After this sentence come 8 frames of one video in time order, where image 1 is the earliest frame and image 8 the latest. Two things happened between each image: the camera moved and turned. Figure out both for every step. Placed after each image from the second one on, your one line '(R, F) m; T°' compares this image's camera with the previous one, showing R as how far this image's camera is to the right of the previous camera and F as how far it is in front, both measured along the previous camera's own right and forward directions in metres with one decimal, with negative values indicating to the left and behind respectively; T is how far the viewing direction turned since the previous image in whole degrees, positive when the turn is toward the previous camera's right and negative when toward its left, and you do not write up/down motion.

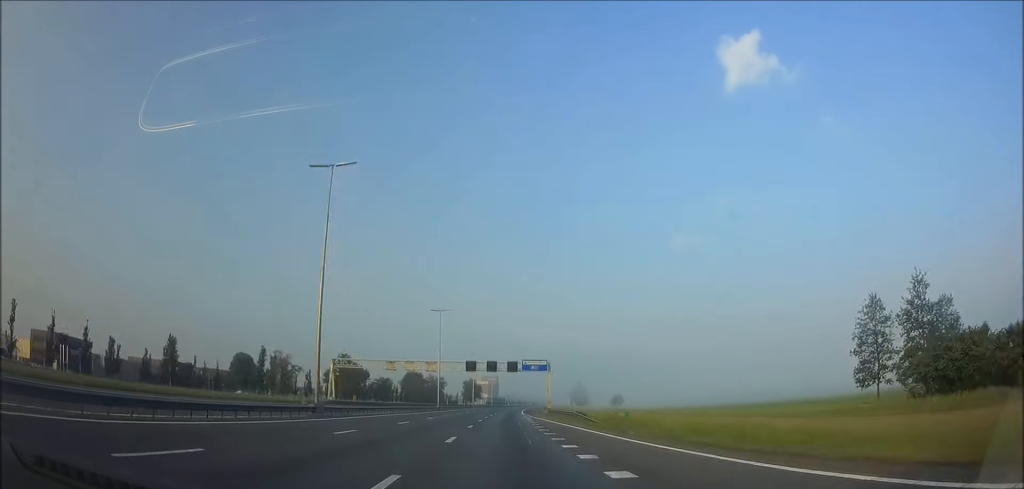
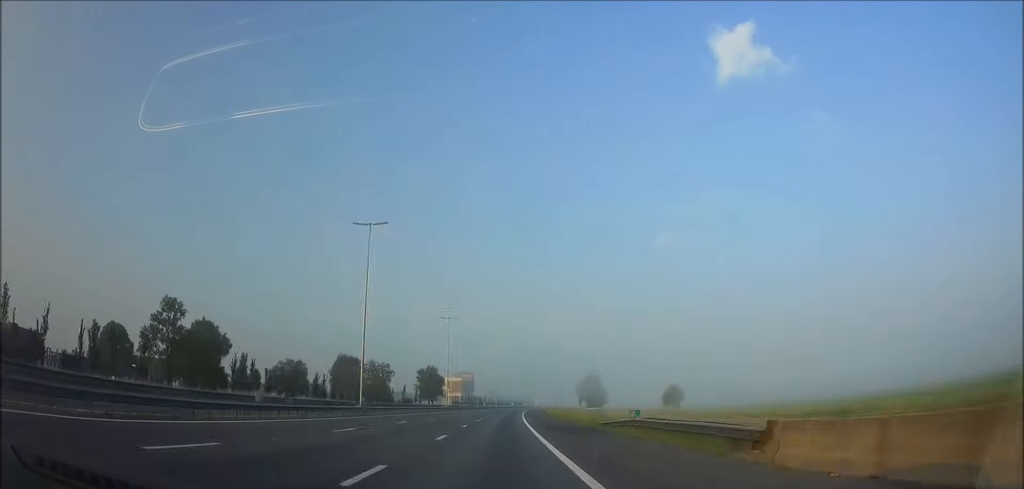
(+1.2, +105.5) m; +2°
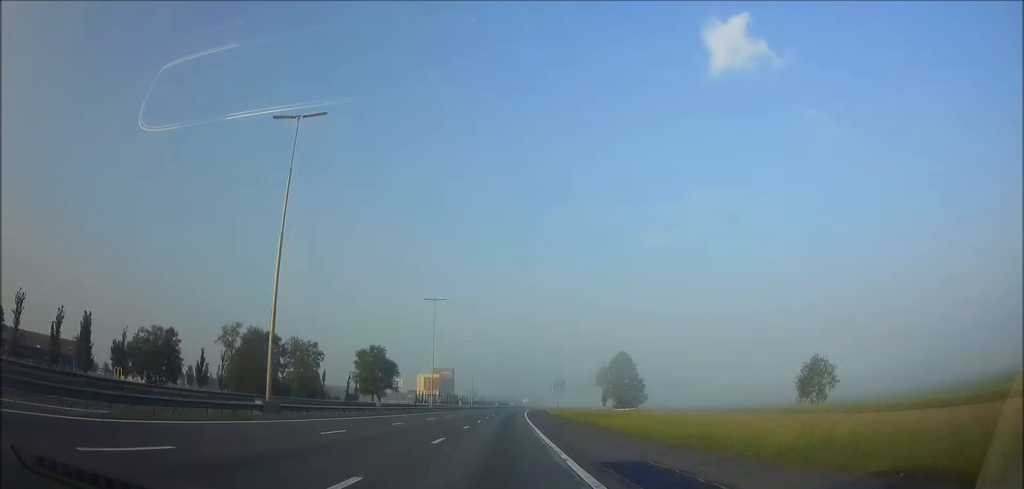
(+1.2, +73.1) m; +2°
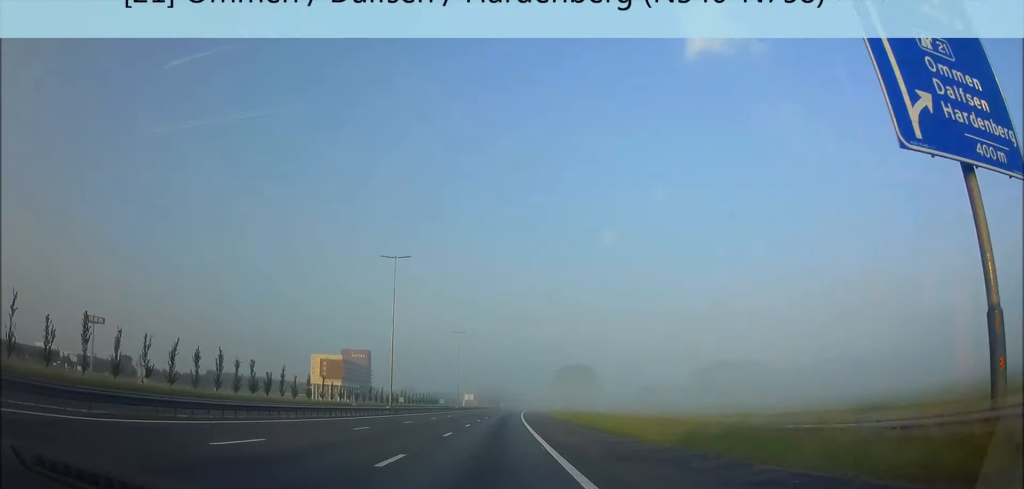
(+7.4, +194.7) m; +5°
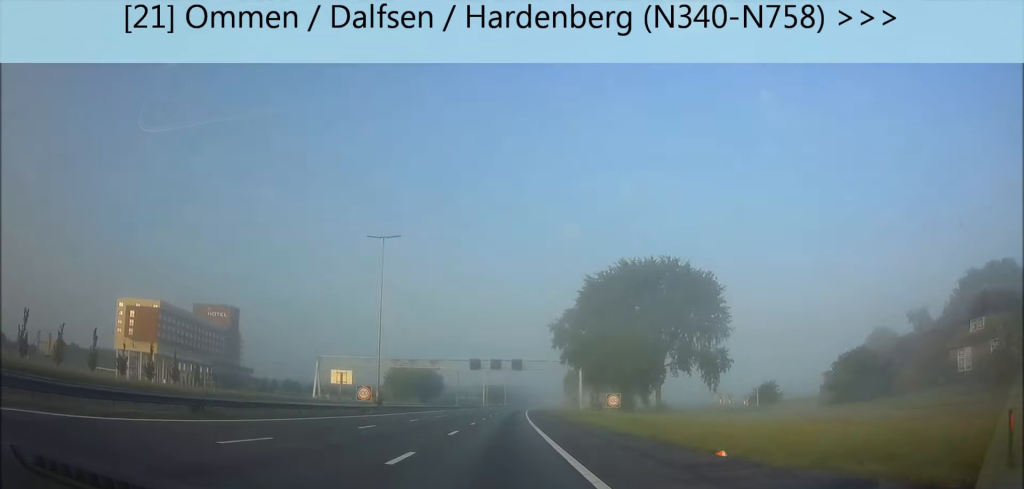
(+7.6, +179.6) m; +4°
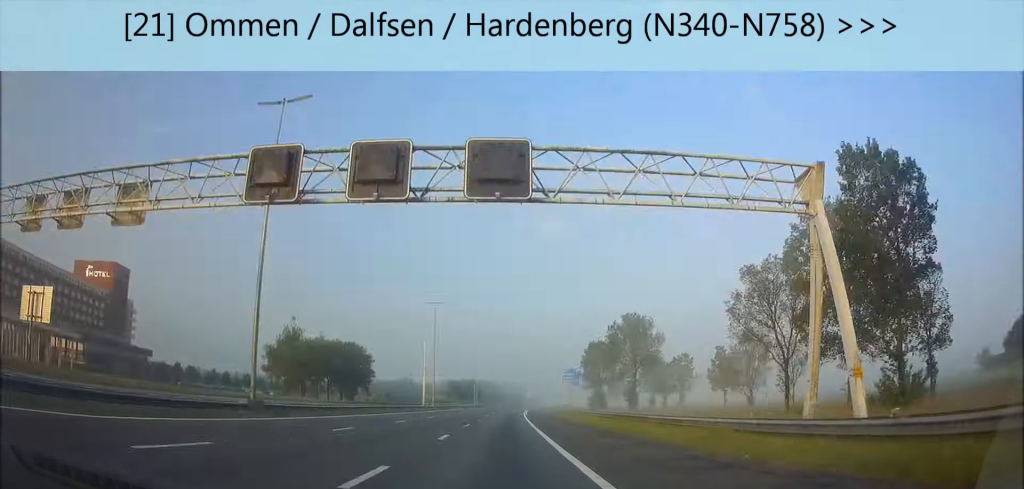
(+1.0, +84.9) m; +2°
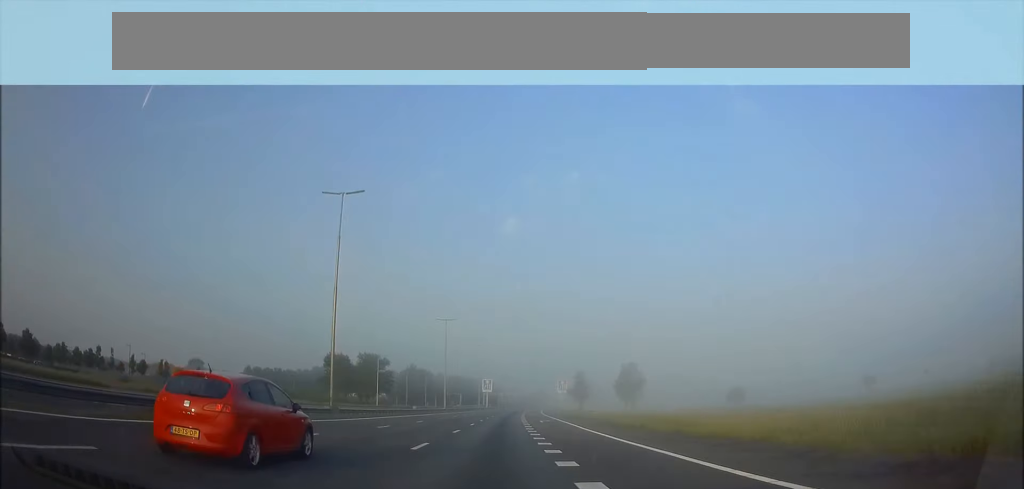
(+6.8, +171.0) m; +4°
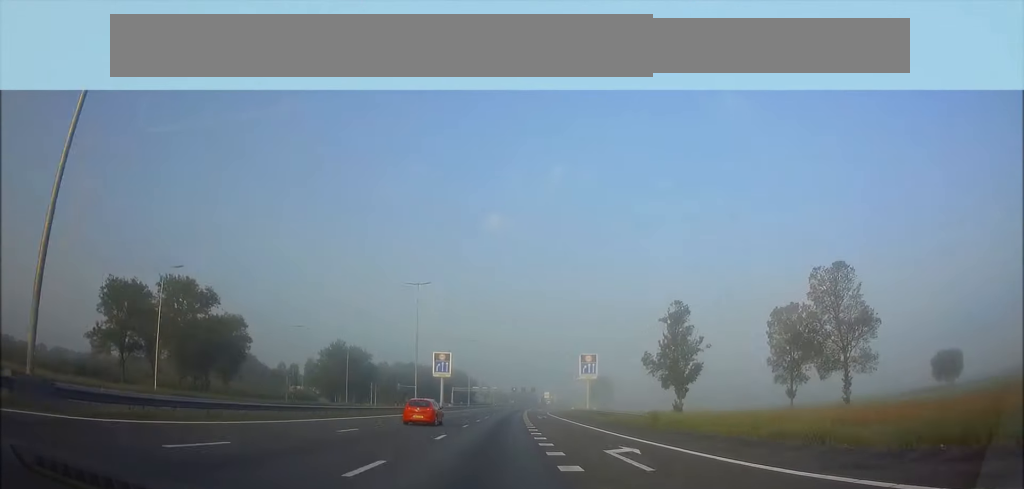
(+1.8, +91.8) m; +2°
